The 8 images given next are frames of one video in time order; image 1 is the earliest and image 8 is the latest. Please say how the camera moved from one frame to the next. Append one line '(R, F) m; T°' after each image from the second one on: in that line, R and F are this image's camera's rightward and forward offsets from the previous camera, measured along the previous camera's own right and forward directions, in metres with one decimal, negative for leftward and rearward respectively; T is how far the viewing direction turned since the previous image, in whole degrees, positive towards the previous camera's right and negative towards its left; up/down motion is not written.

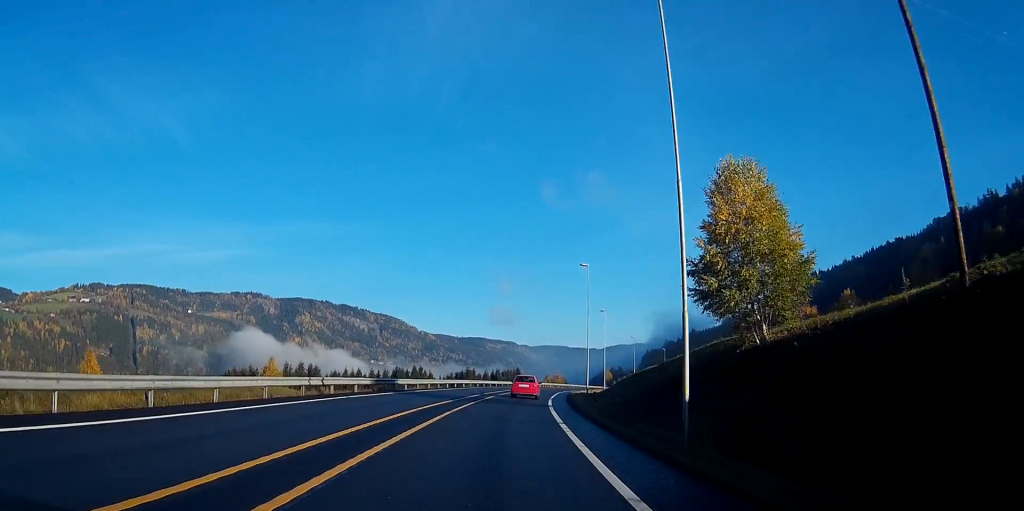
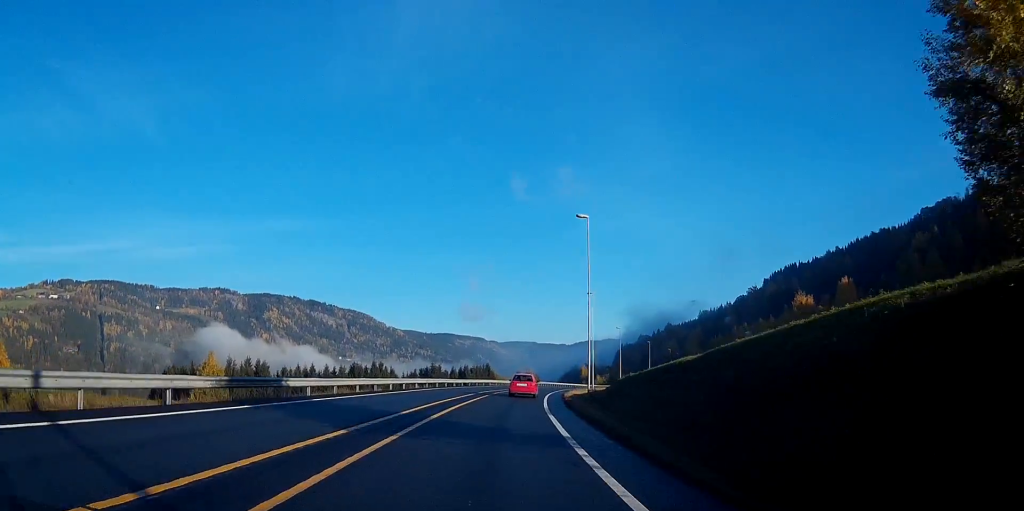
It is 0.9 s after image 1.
(+0.1, +18.7) m; +2°
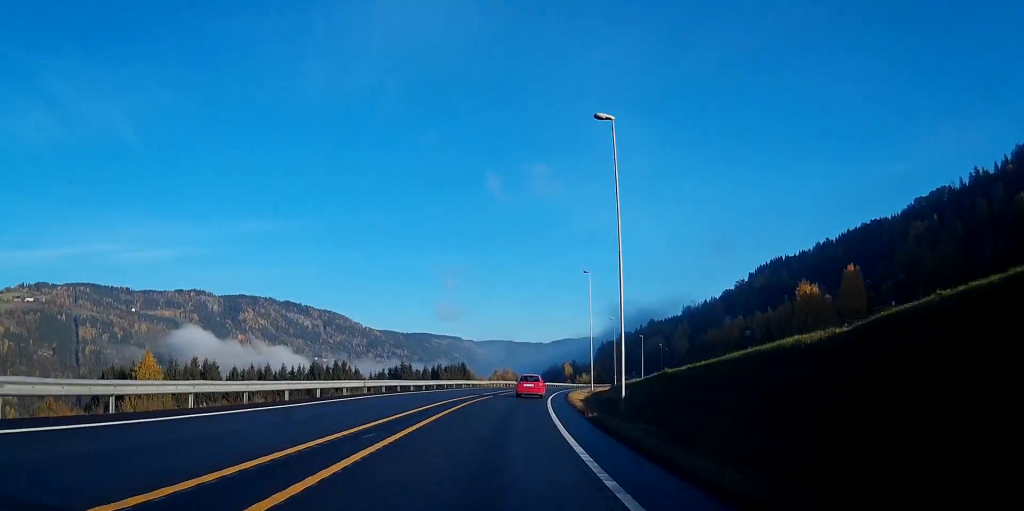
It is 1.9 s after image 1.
(+0.5, +18.7) m; +2°
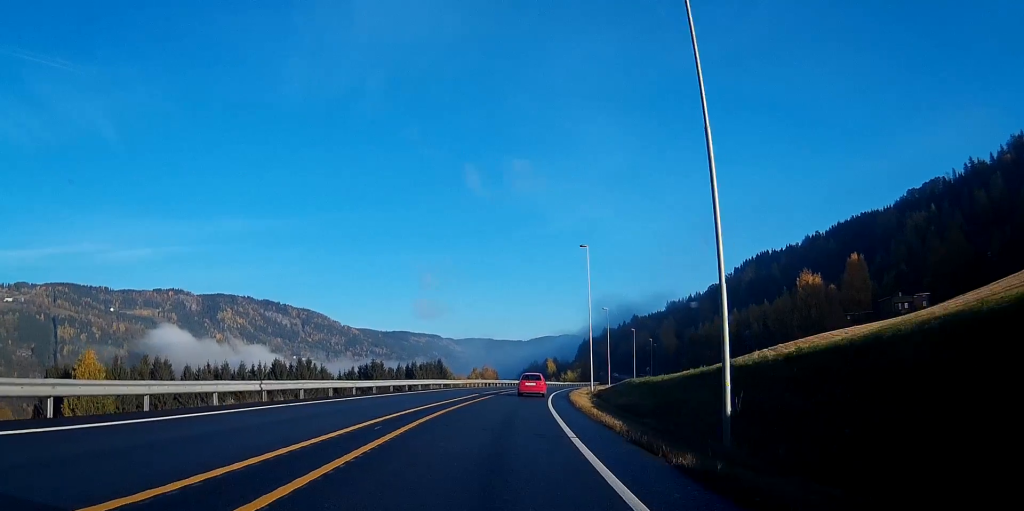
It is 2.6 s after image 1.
(0.0, +14.1) m; +1°
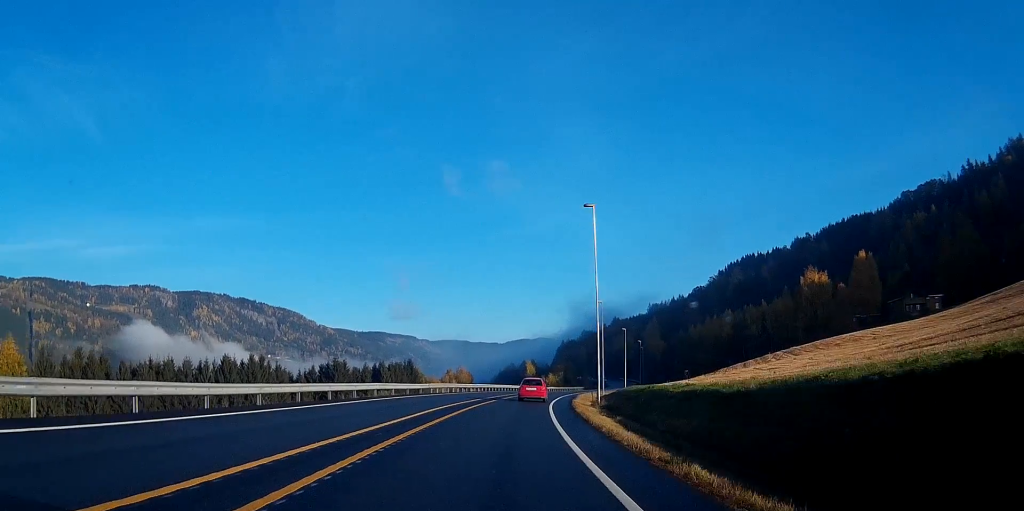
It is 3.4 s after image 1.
(+0.3, +16.3) m; +2°
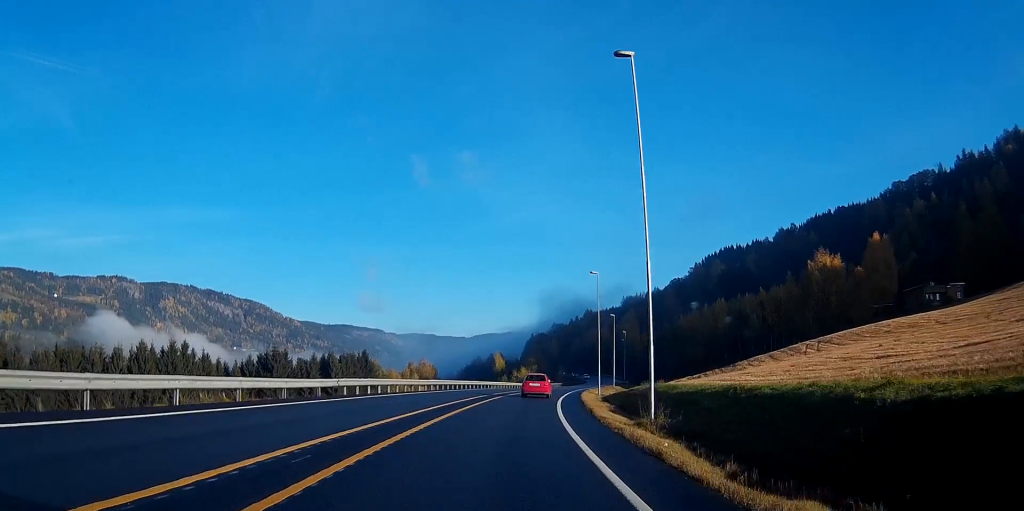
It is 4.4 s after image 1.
(+0.5, +21.9) m; +3°
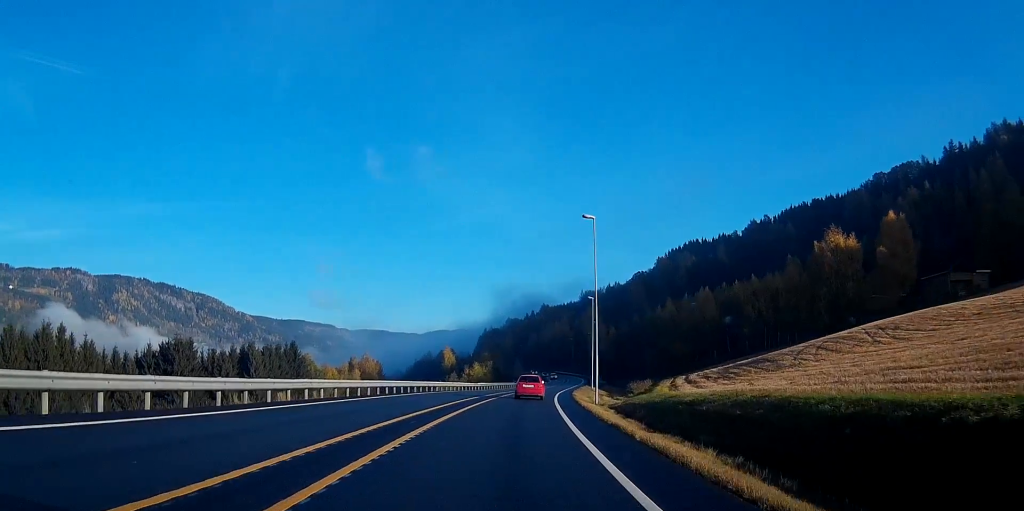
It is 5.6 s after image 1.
(+0.7, +24.9) m; +4°
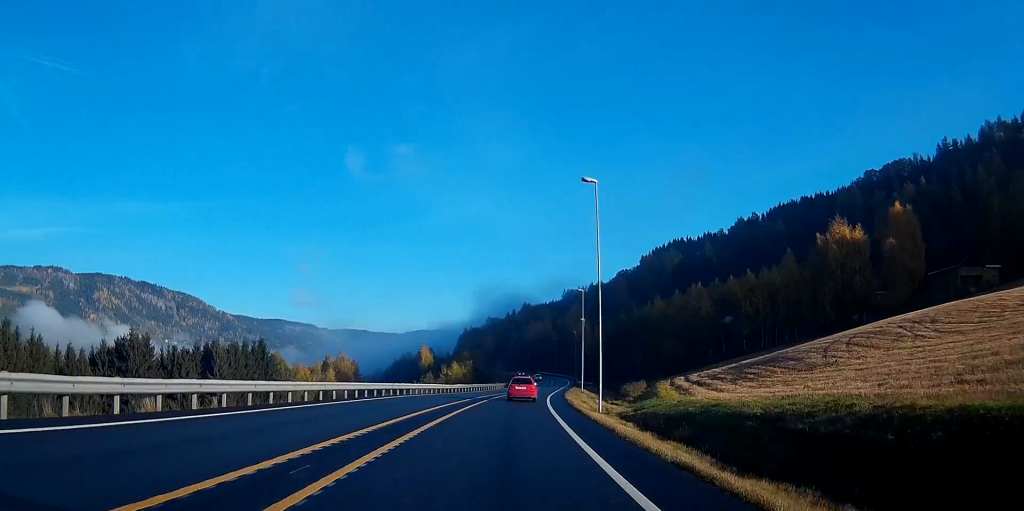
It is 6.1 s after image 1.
(+0.2, +9.1) m; +1°
